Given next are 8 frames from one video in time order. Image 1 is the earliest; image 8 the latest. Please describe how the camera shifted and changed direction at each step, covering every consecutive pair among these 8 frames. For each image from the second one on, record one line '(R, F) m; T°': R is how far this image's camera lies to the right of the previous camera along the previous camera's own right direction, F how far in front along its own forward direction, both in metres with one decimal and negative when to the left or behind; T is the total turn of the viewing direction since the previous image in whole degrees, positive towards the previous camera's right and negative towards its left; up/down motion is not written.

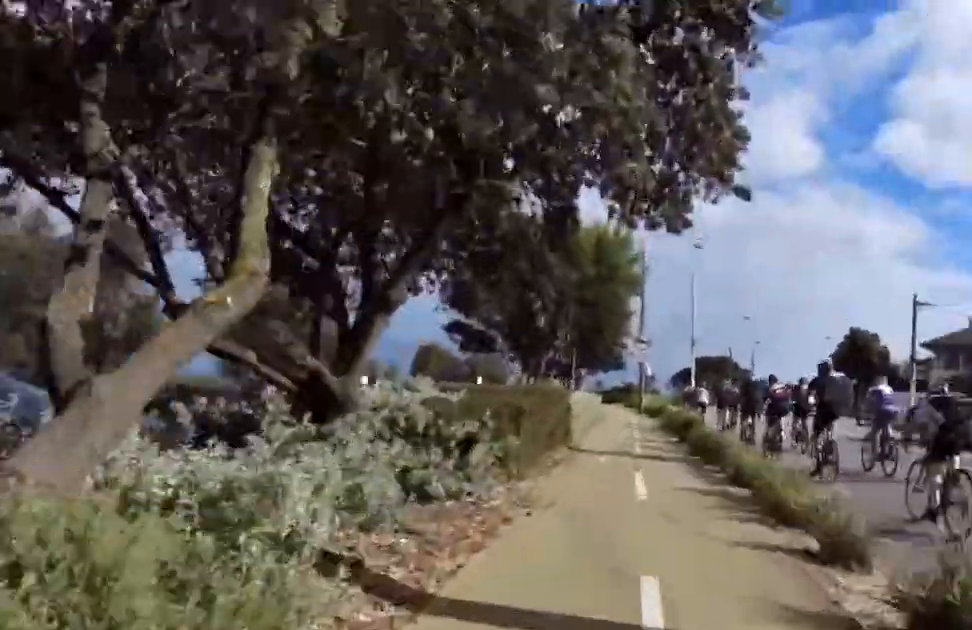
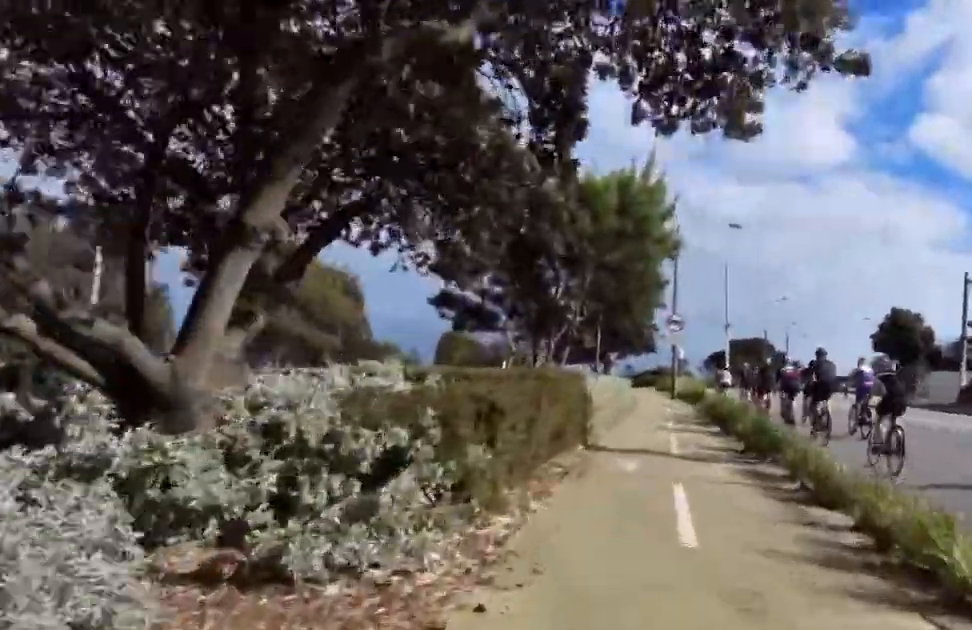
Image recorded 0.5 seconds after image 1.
(-0.3, +2.8) m; -4°
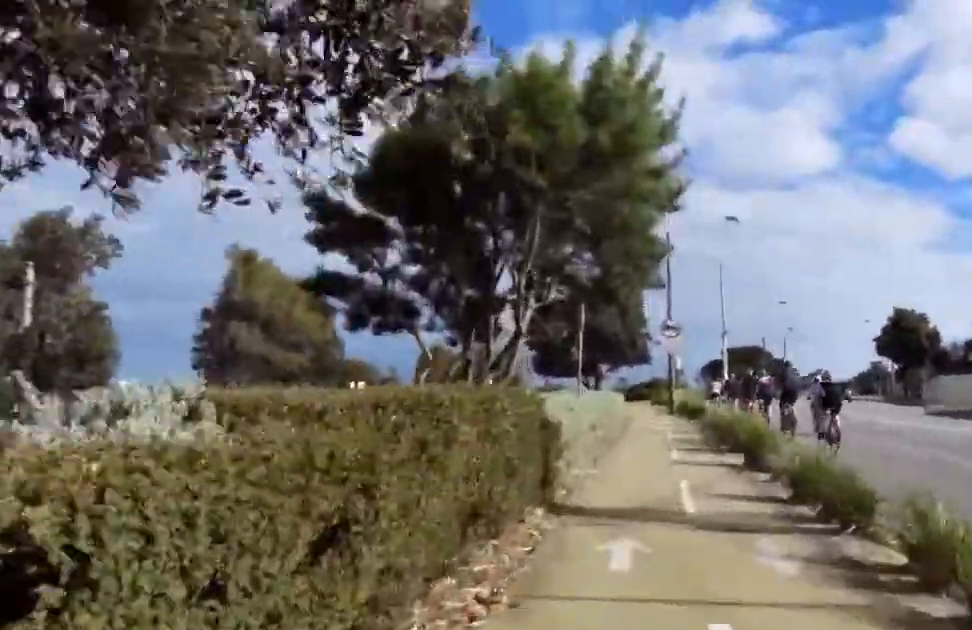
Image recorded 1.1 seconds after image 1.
(+0.2, +4.0) m; +4°
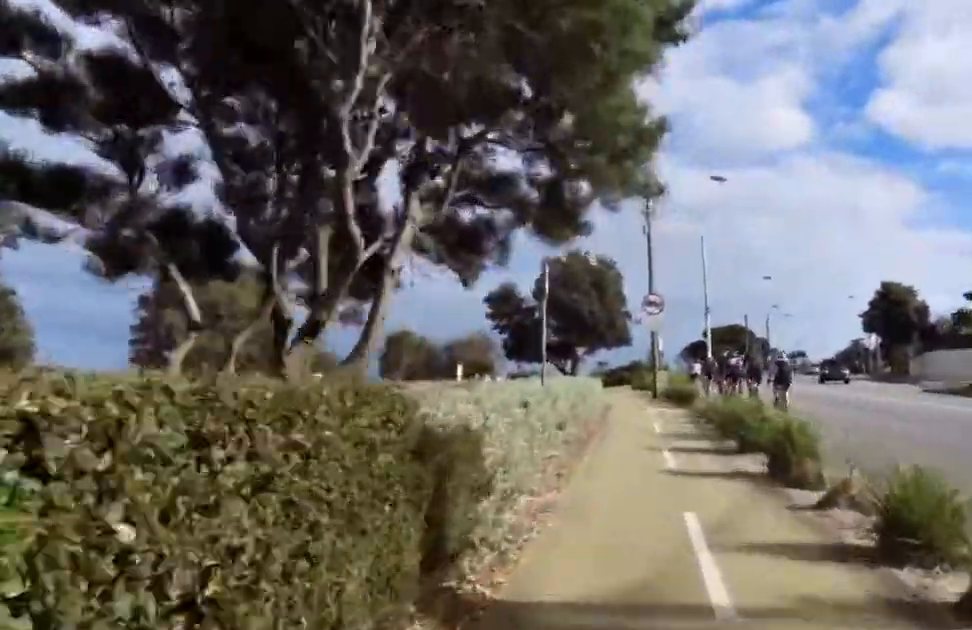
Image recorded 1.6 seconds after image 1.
(+0.1, +3.4) m; +4°
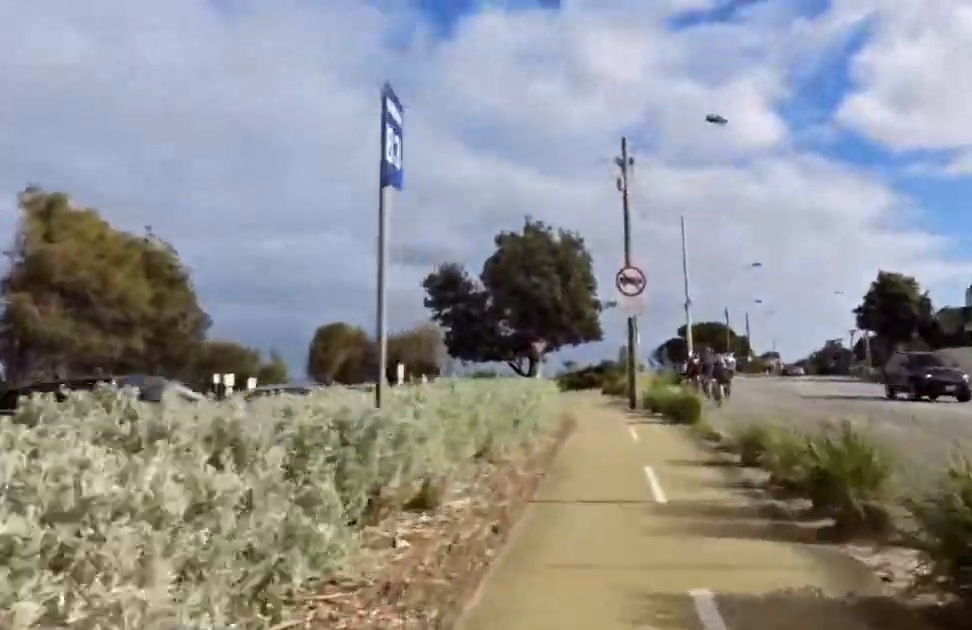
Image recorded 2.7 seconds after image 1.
(+0.6, +7.9) m; +6°
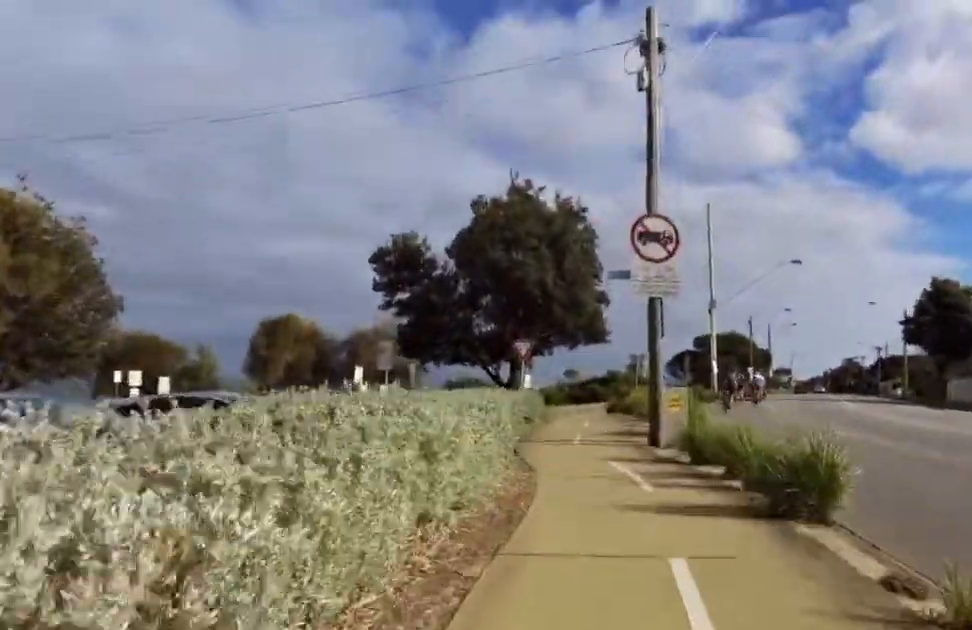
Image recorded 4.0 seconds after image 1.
(-0.1, +9.0) m; -7°
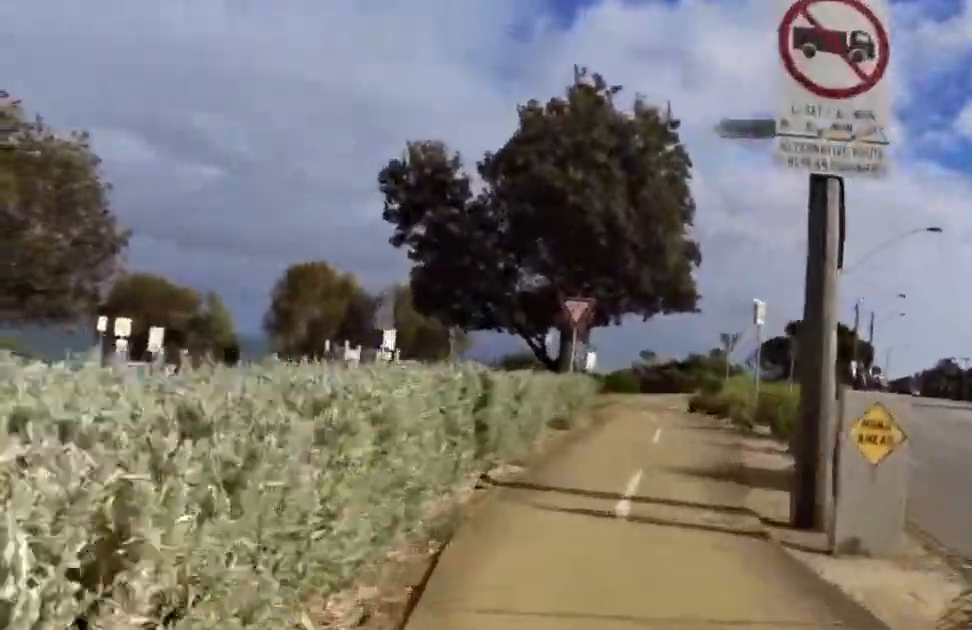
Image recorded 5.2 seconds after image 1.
(-0.5, +7.6) m; -4°
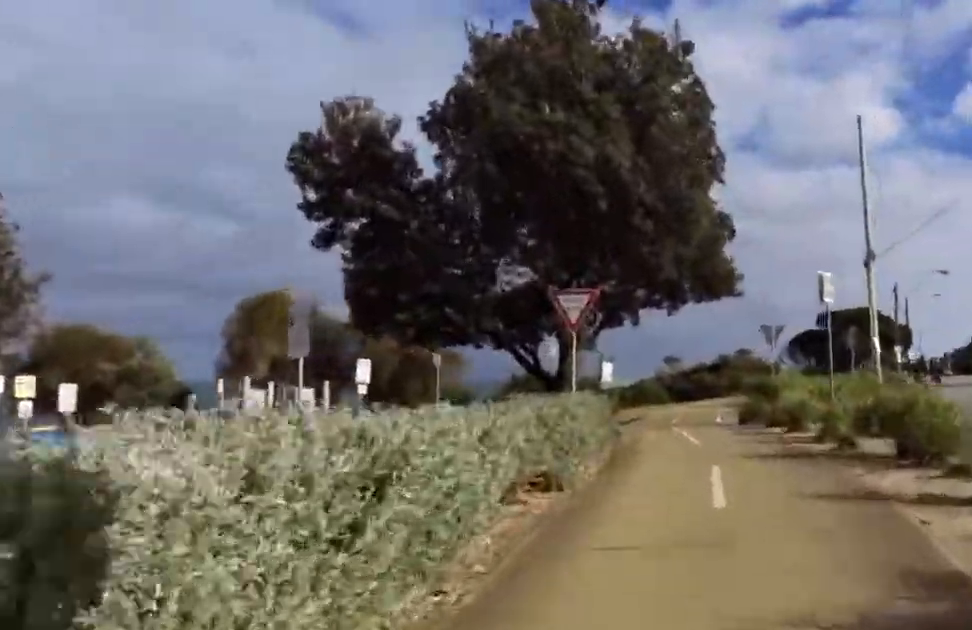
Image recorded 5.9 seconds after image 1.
(0.0, +5.1) m; 0°
